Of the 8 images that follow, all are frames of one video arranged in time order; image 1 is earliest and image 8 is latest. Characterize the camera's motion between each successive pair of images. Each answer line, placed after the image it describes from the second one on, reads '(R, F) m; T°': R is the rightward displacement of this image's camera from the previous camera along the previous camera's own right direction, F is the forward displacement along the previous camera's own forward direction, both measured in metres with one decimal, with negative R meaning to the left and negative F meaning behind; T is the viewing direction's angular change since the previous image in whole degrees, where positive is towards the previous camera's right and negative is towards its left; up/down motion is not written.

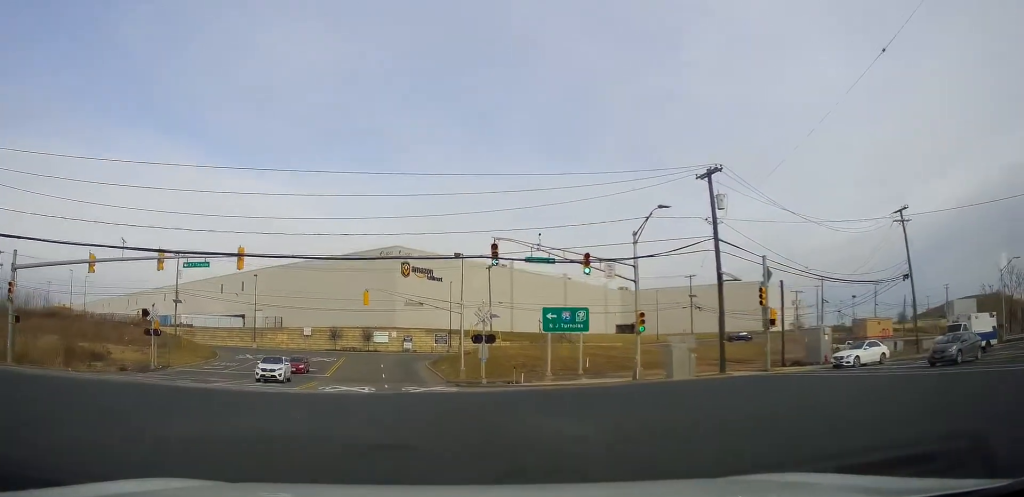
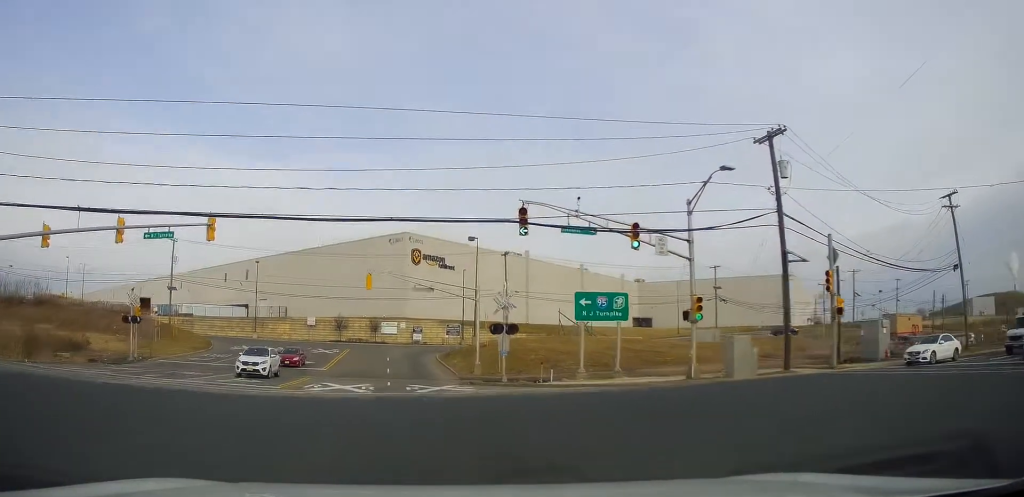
(-0.4, +5.8) m; -1°
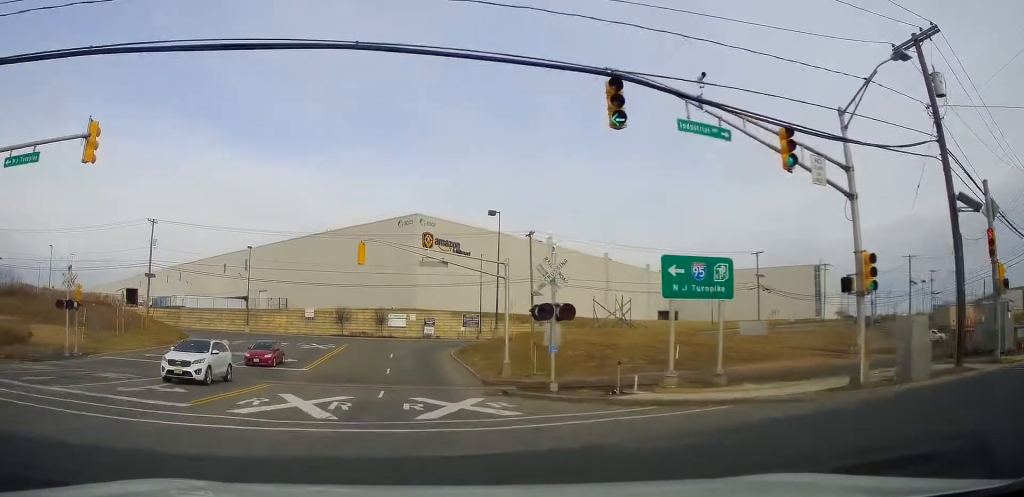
(+0.3, +9.9) m; +2°
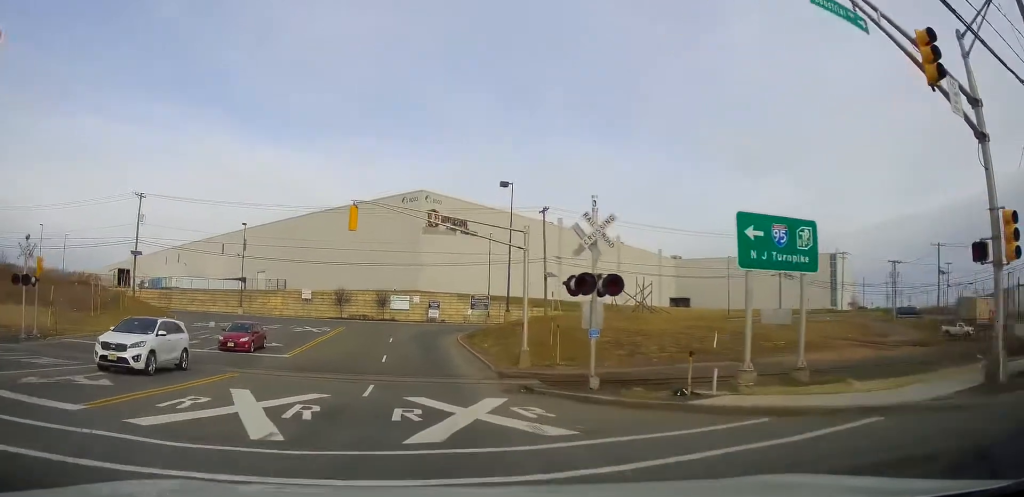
(0.0, +5.1) m; -1°
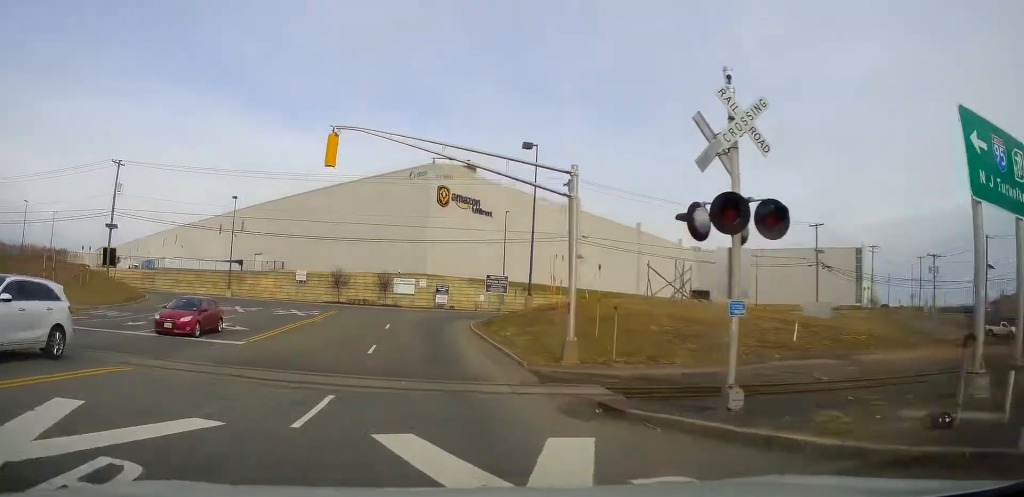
(-0.1, +7.5) m; -2°
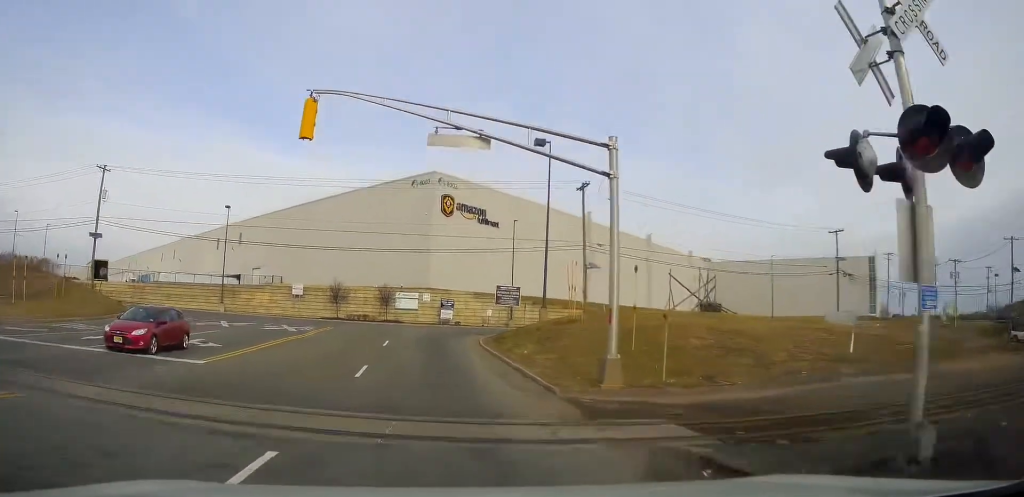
(-0.1, +3.7) m; -1°
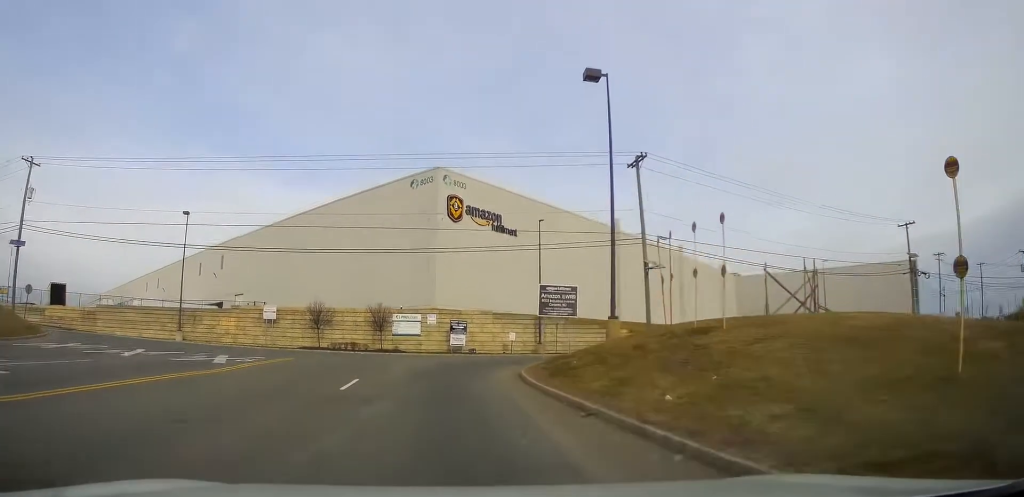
(-0.1, +13.8) m; 0°
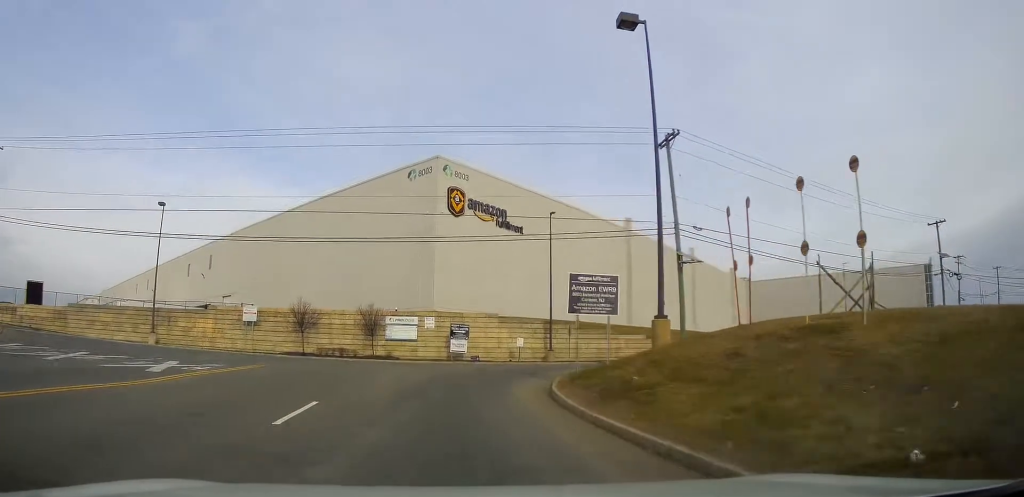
(-0.1, +5.7) m; +1°
